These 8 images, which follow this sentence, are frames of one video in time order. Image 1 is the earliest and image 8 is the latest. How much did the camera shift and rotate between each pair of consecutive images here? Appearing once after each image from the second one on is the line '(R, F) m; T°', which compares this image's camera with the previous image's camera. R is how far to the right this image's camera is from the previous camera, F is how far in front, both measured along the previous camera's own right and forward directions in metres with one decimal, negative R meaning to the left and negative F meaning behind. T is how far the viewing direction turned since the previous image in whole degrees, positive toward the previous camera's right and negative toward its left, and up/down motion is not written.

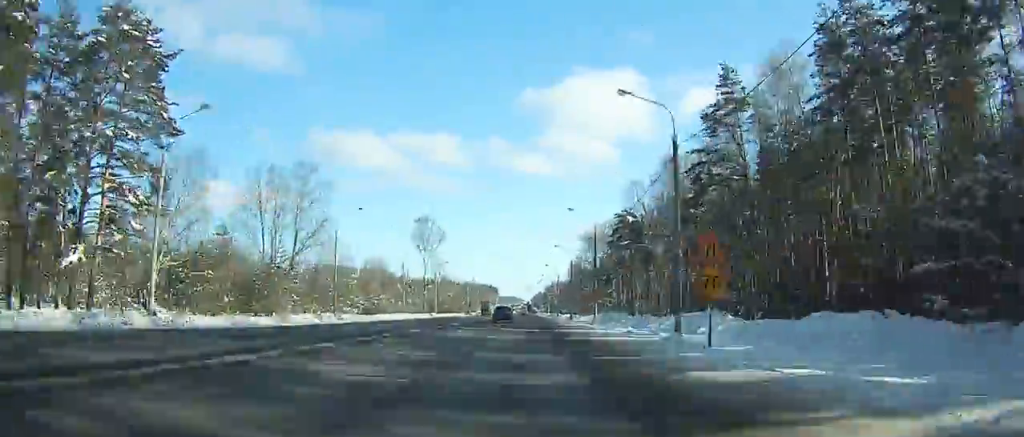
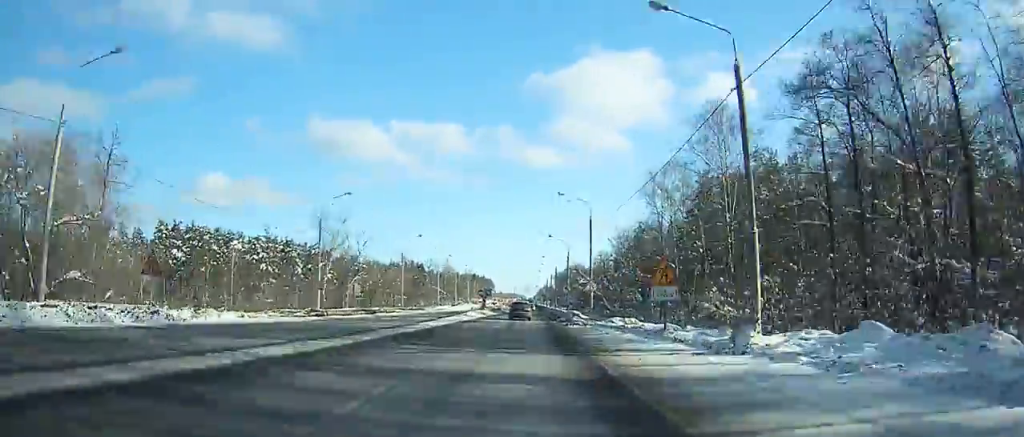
(+0.6, +151.3) m; -4°
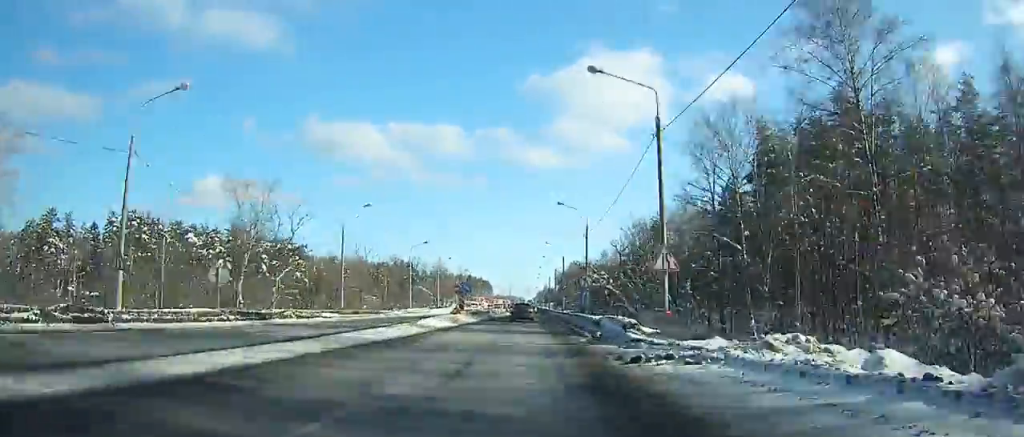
(-0.9, +24.9) m; 0°
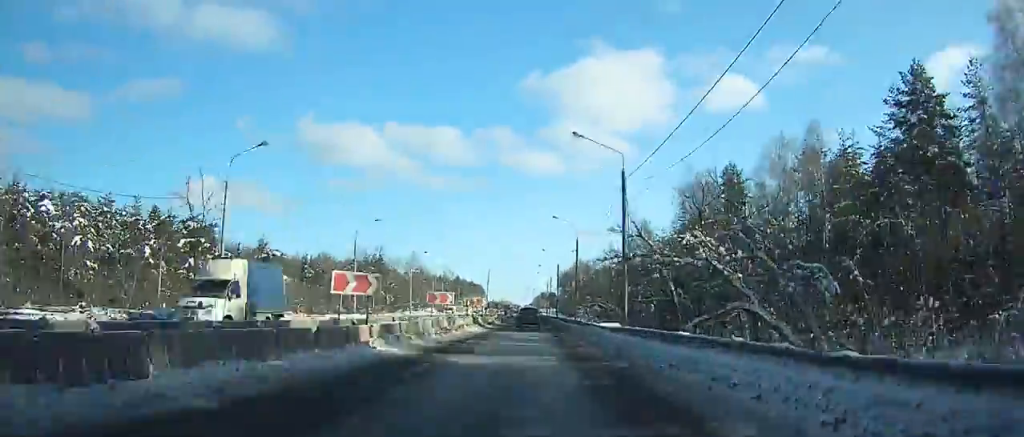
(-1.3, +54.2) m; +4°
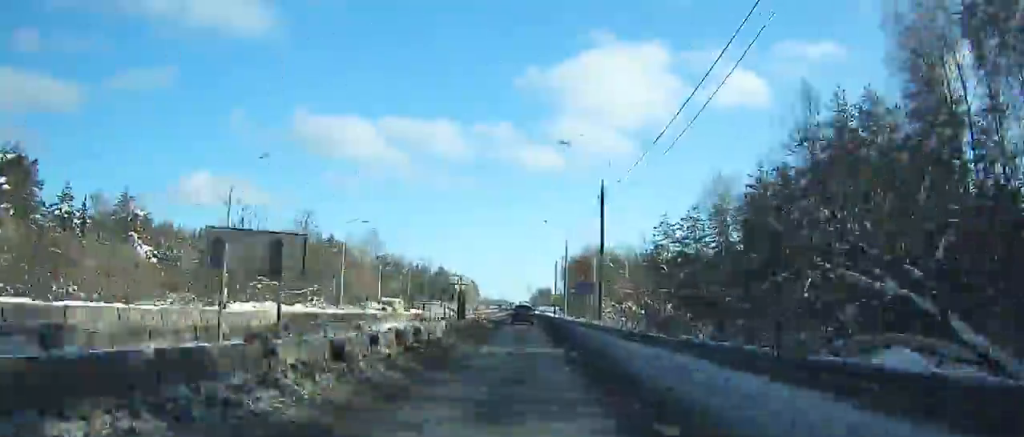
(+5.7, +57.7) m; +3°
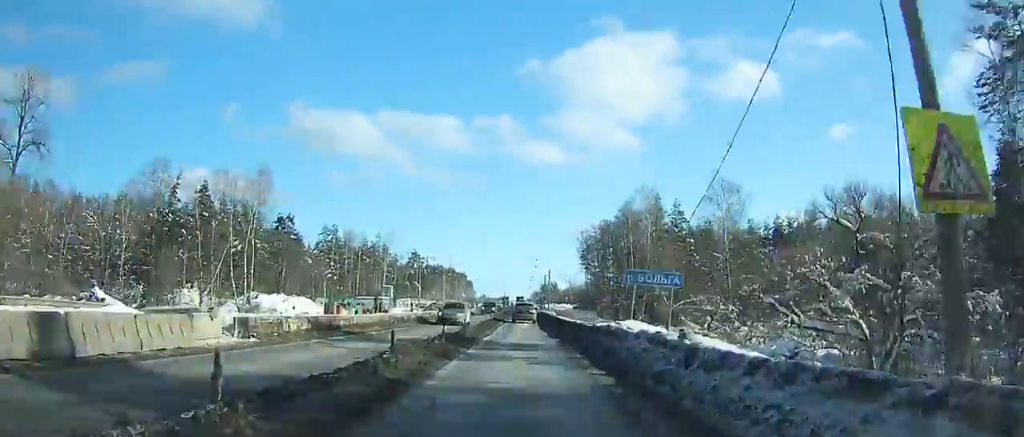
(-4.0, +73.8) m; -3°
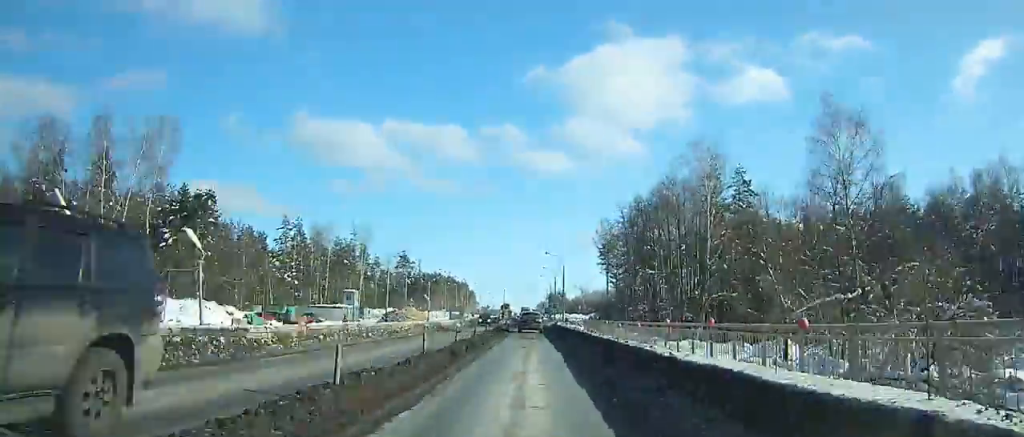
(0.0, +29.9) m; 0°
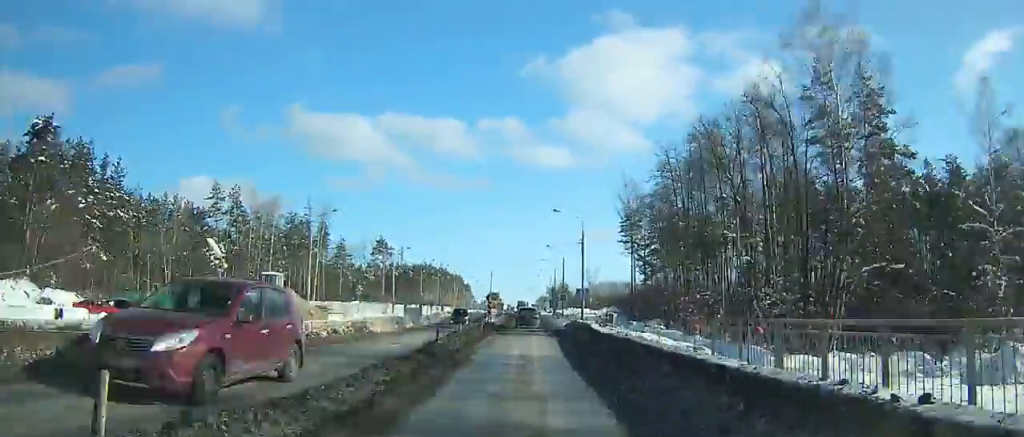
(0.0, +31.2) m; 0°
